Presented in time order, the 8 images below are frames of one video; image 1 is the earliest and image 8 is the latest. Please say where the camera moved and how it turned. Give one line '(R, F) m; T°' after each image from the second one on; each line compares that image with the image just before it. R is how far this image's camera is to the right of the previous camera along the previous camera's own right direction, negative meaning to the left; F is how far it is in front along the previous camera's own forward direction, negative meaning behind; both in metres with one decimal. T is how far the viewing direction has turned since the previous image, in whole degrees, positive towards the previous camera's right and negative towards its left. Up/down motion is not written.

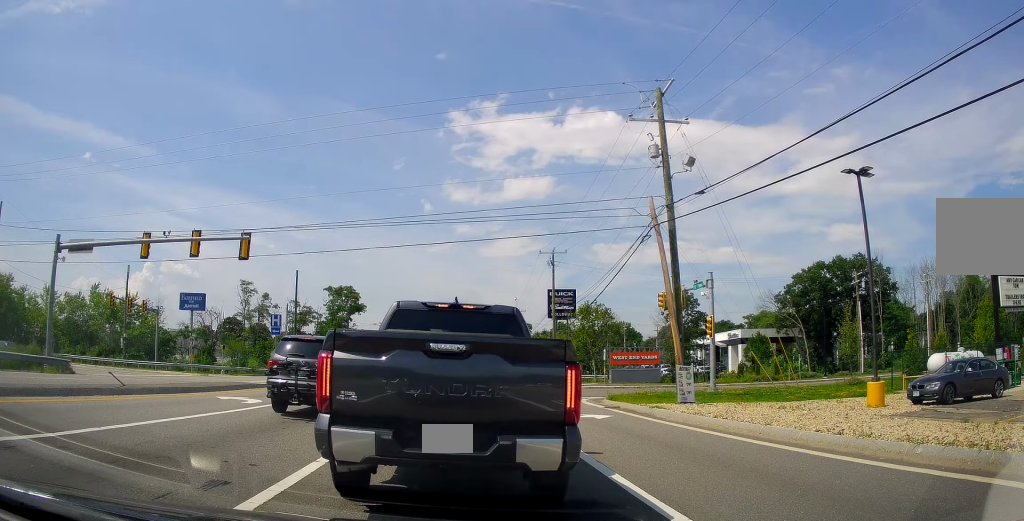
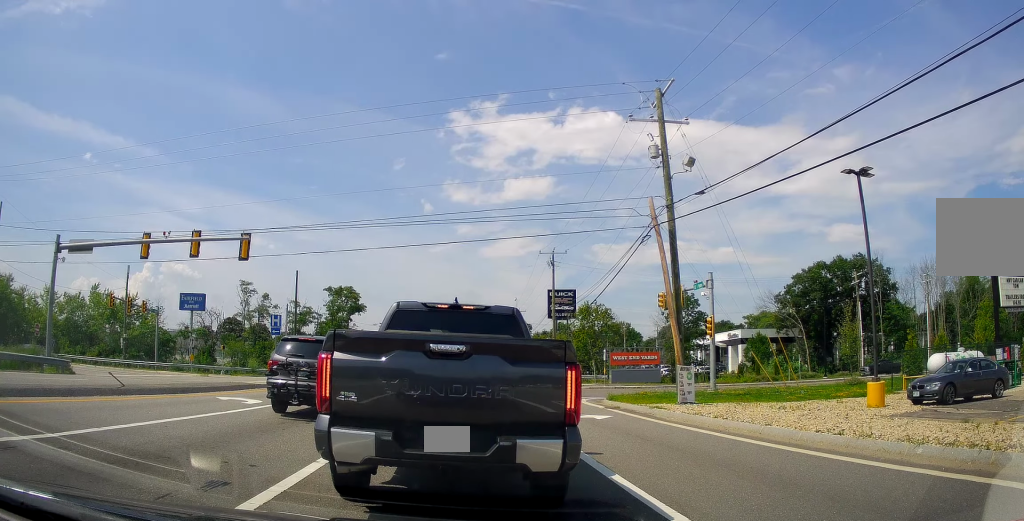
(+0.2, +0.3) m; 0°
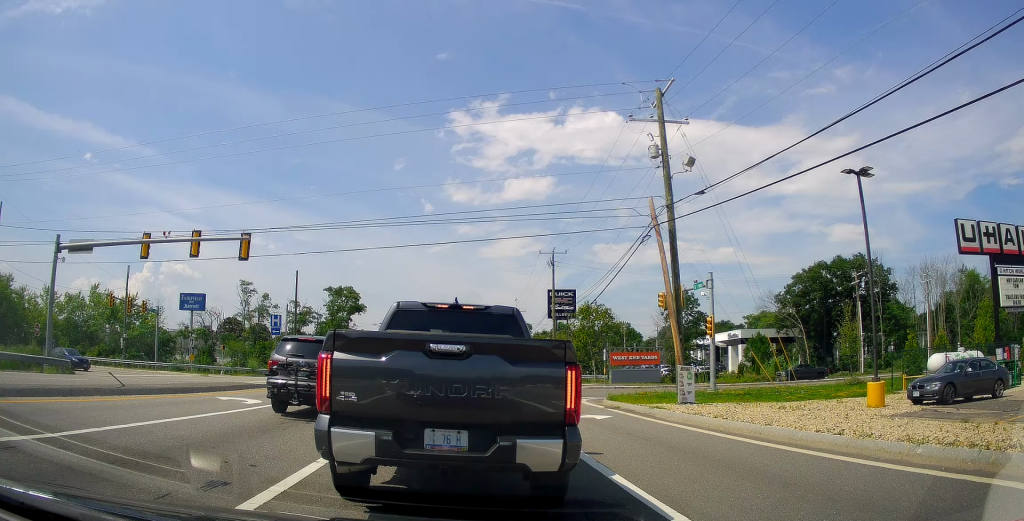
(0.0, 0.0) m; 0°
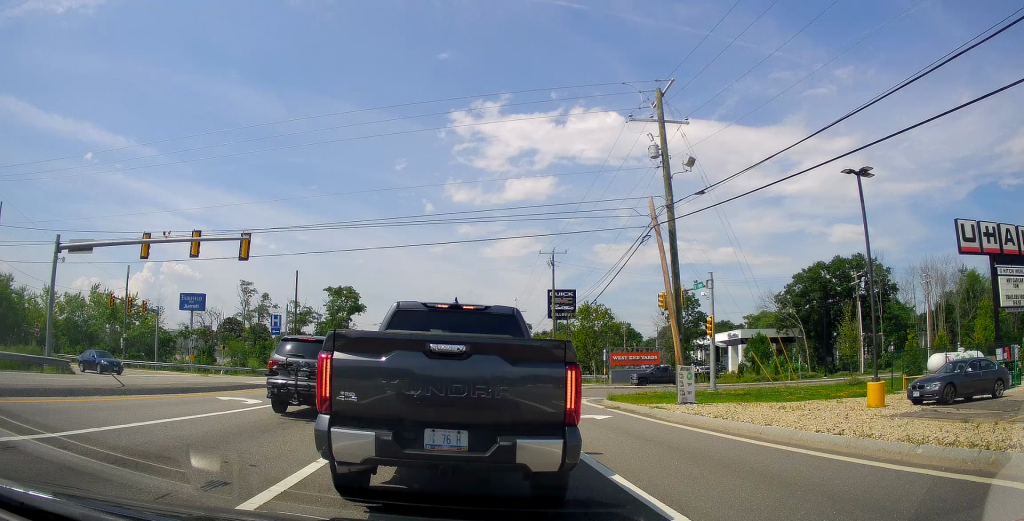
(0.0, 0.0) m; 0°
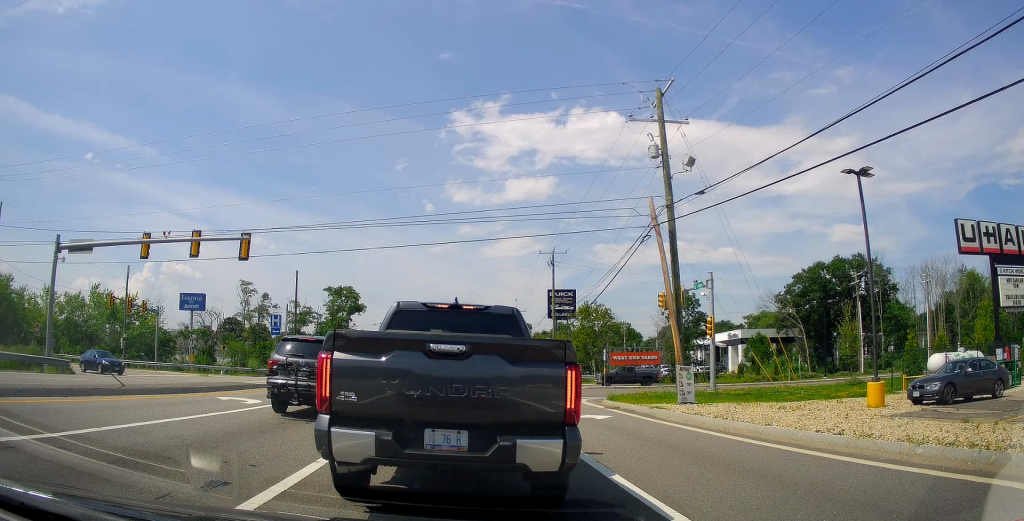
(0.0, 0.0) m; 0°
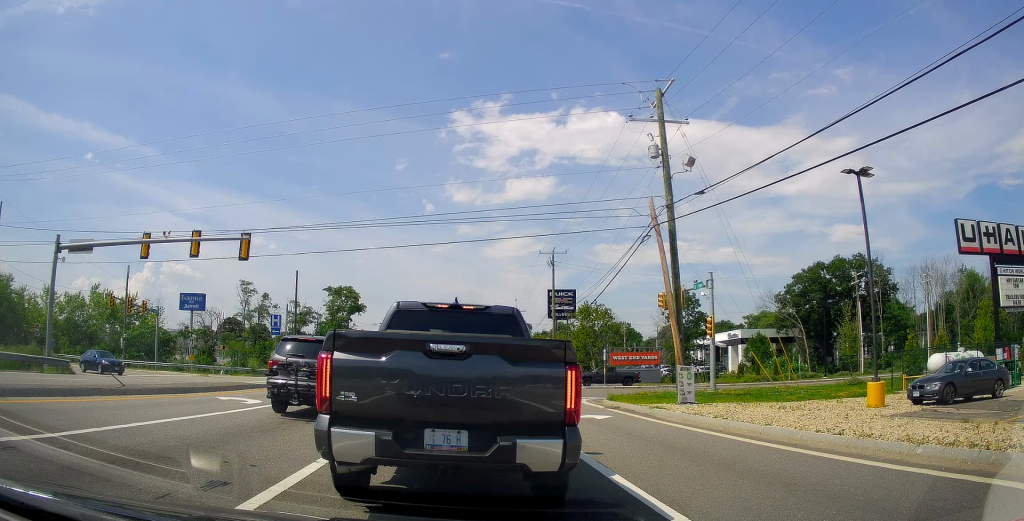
(0.0, 0.0) m; 0°
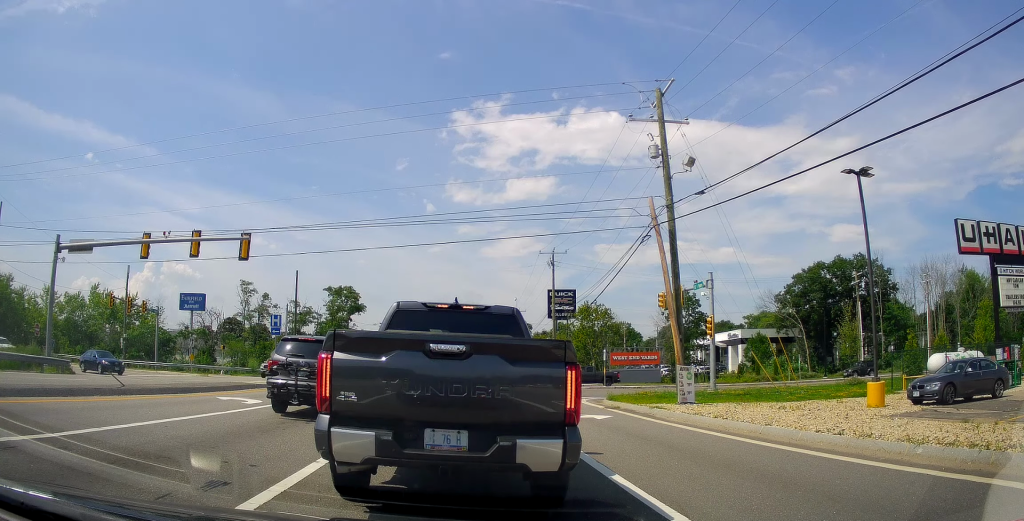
(0.0, 0.0) m; 0°
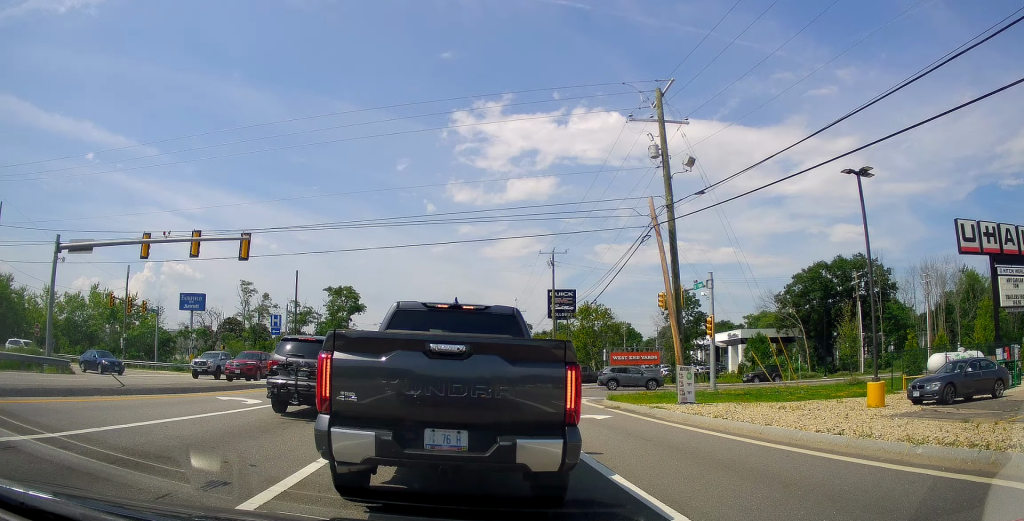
(0.0, 0.0) m; 0°
